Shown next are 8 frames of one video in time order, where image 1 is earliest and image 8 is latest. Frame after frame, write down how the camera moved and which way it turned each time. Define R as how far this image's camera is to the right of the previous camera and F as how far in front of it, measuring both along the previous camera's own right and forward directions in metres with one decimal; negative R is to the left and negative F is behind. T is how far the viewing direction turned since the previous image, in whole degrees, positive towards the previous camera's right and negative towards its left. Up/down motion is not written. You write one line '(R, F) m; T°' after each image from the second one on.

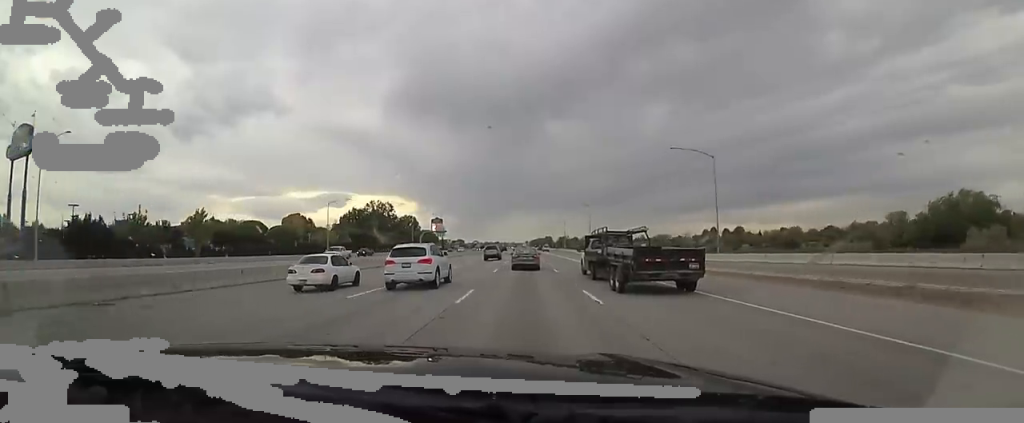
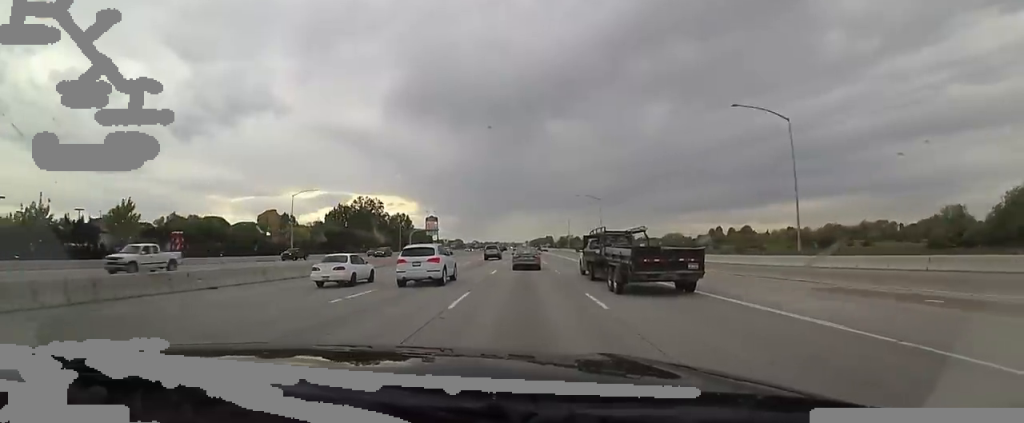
(0.0, +15.6) m; 0°
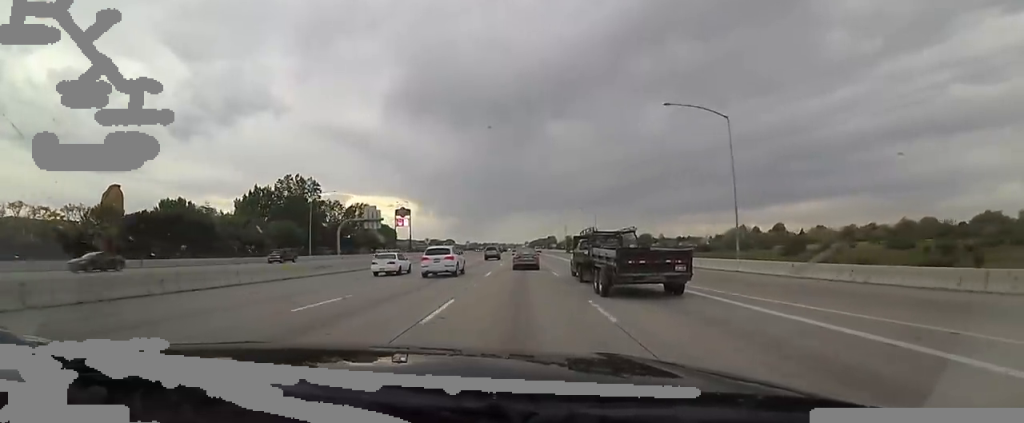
(0.0, +61.3) m; 0°
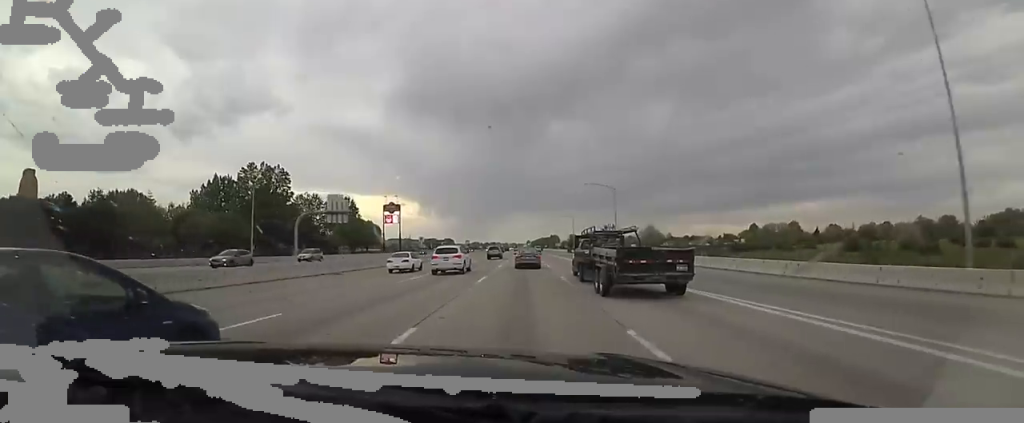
(0.0, +19.7) m; 0°
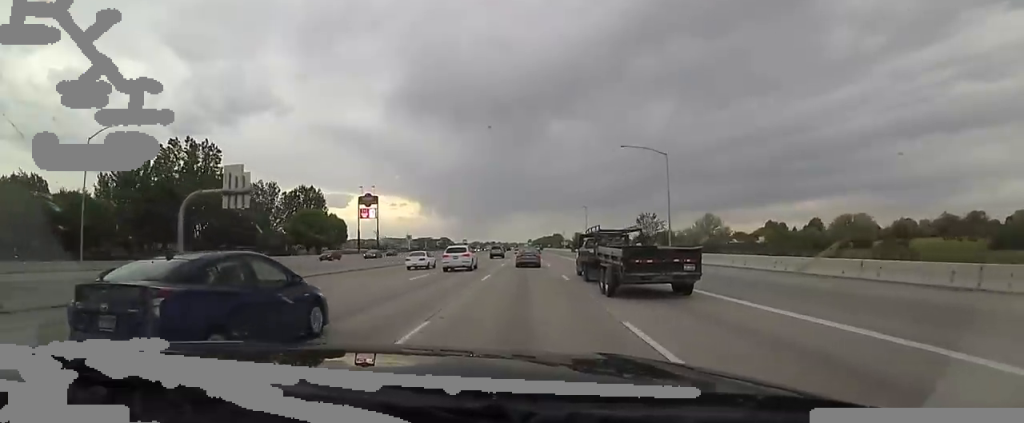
(0.0, +29.1) m; 0°
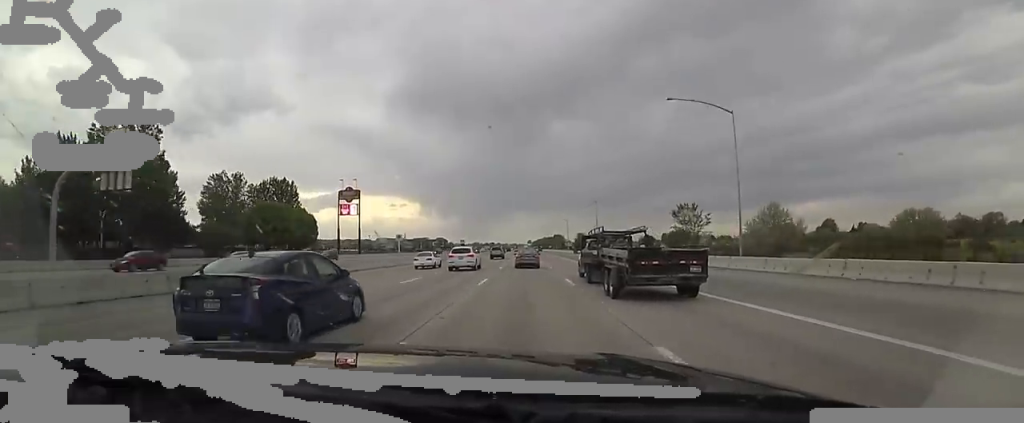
(0.0, +17.7) m; 0°
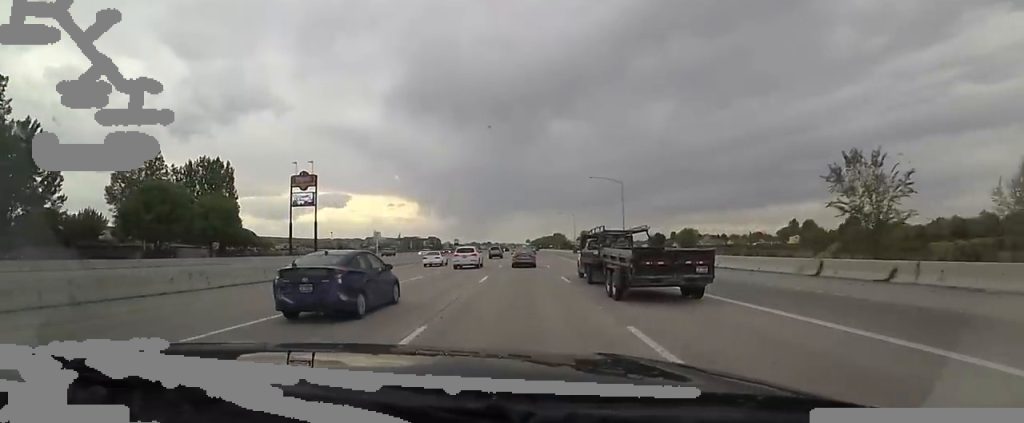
(0.0, +28.3) m; +3°
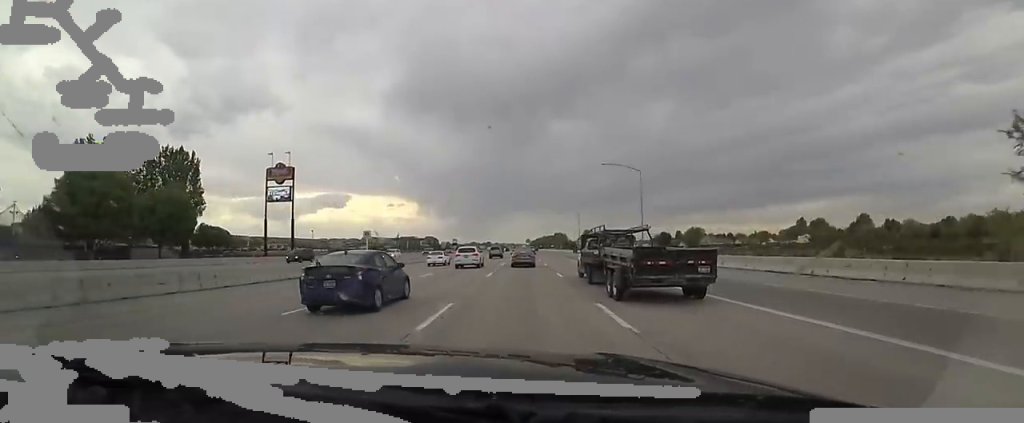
(+0.3, +11.5) m; 0°
